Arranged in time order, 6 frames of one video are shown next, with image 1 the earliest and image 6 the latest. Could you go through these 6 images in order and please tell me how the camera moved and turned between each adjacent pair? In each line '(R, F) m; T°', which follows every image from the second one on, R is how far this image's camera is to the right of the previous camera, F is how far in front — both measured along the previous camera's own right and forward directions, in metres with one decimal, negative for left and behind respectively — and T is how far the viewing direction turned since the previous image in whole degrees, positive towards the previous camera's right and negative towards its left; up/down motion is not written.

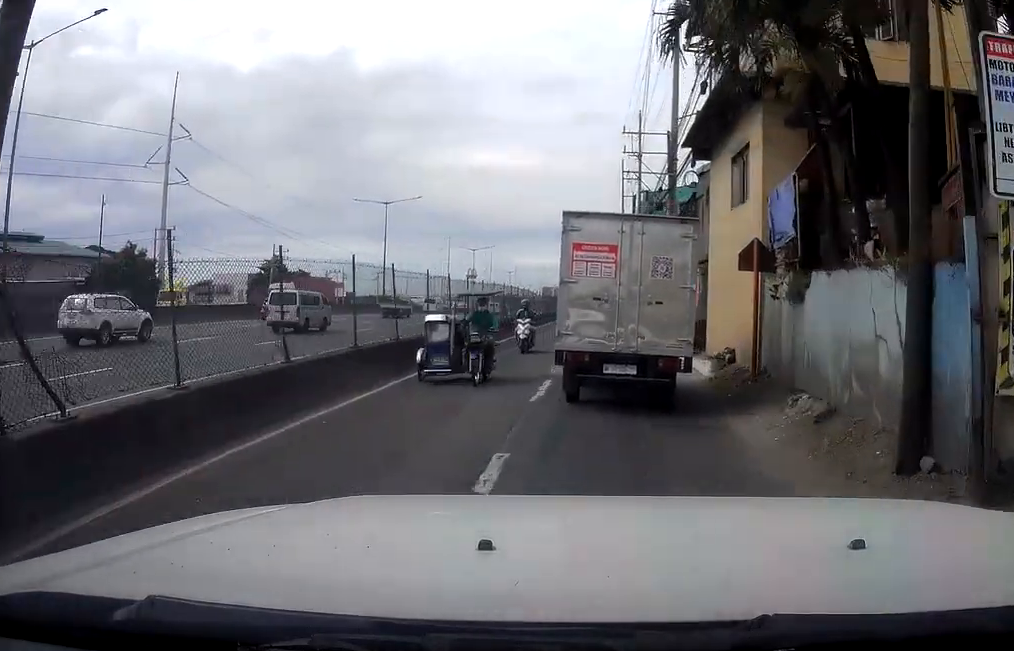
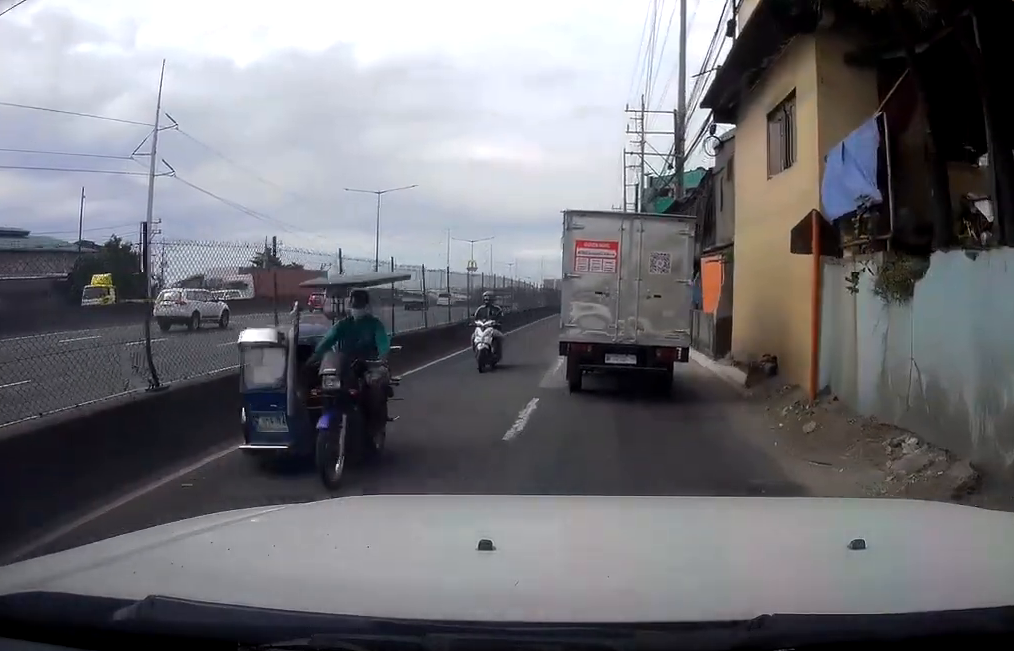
(0.0, +4.0) m; 0°
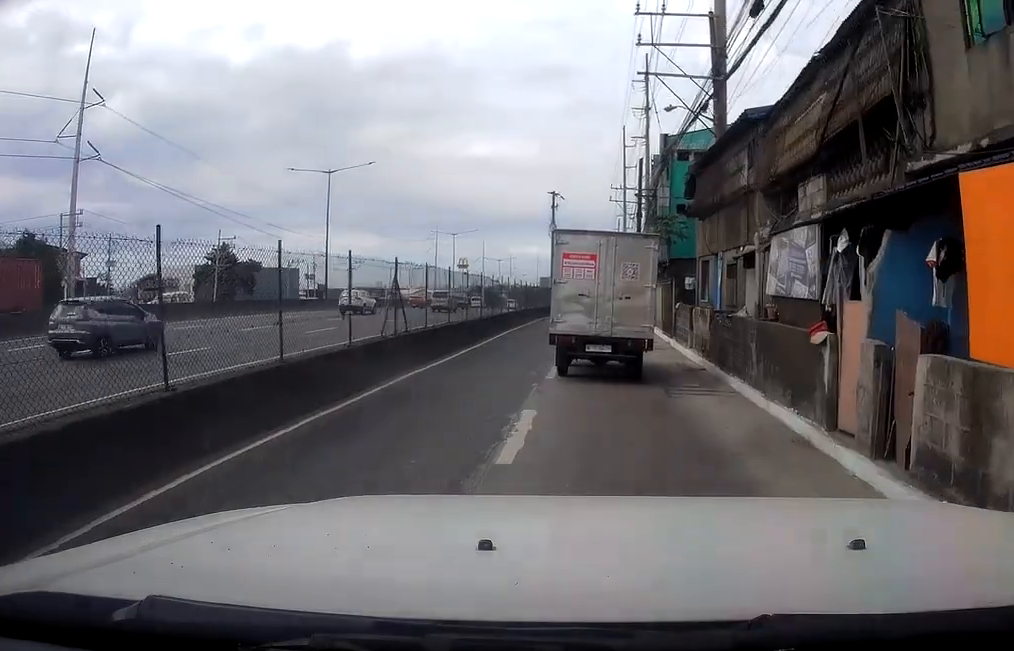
(+0.4, +16.1) m; +2°
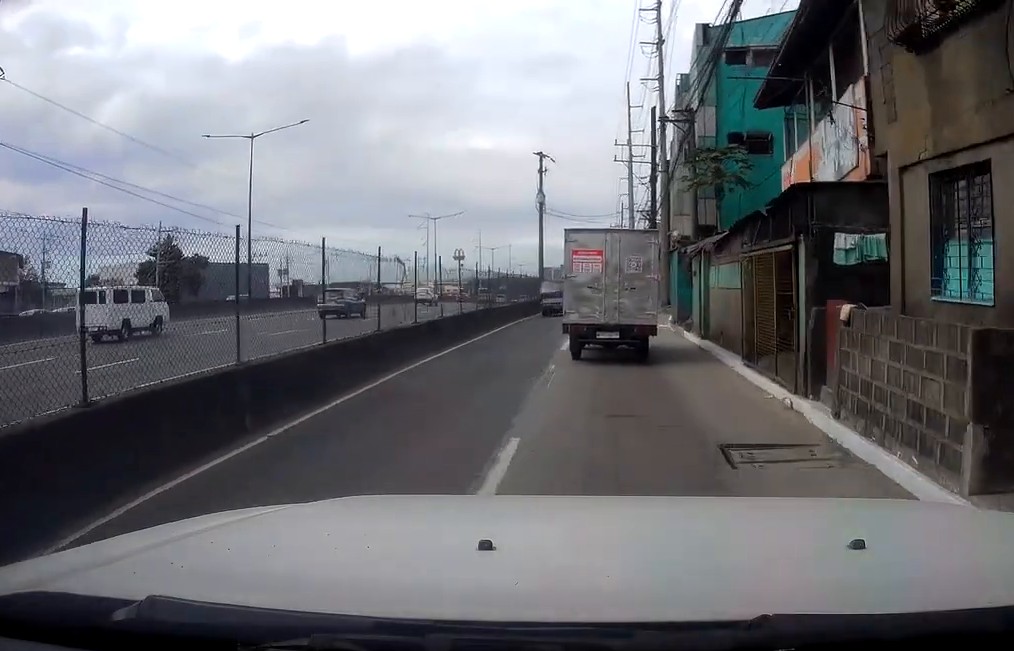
(+0.1, +16.6) m; +1°
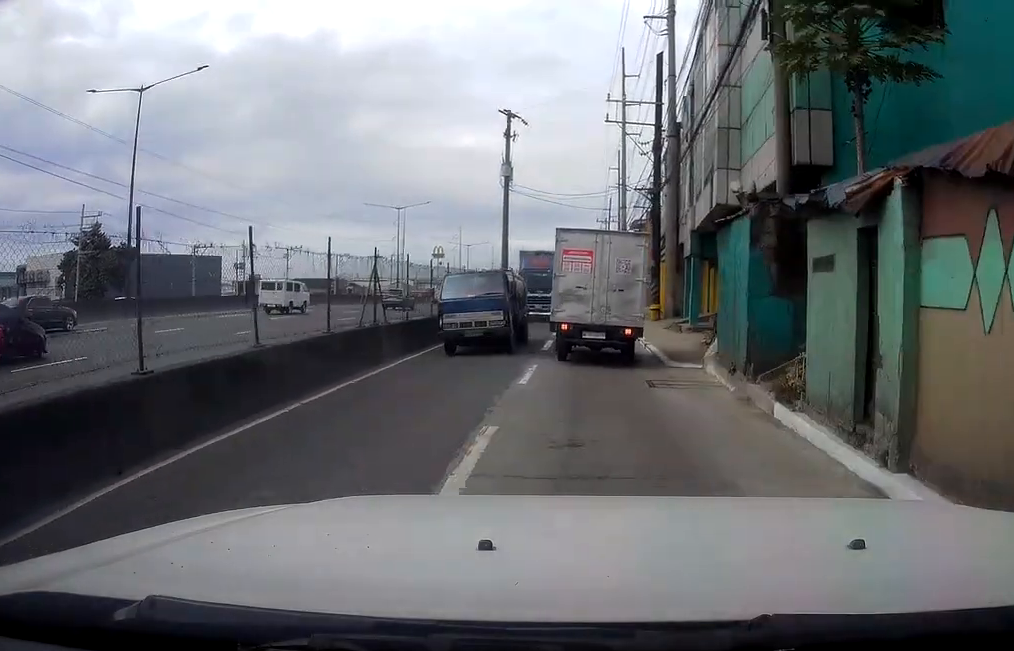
(0.0, +13.8) m; 0°
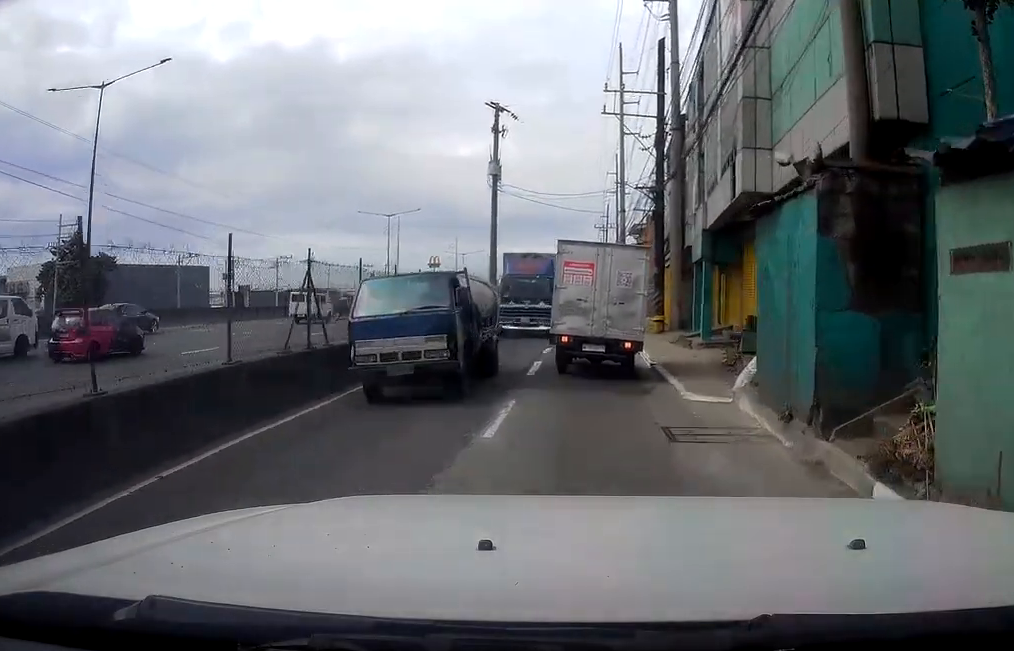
(0.0, +3.8) m; 0°
